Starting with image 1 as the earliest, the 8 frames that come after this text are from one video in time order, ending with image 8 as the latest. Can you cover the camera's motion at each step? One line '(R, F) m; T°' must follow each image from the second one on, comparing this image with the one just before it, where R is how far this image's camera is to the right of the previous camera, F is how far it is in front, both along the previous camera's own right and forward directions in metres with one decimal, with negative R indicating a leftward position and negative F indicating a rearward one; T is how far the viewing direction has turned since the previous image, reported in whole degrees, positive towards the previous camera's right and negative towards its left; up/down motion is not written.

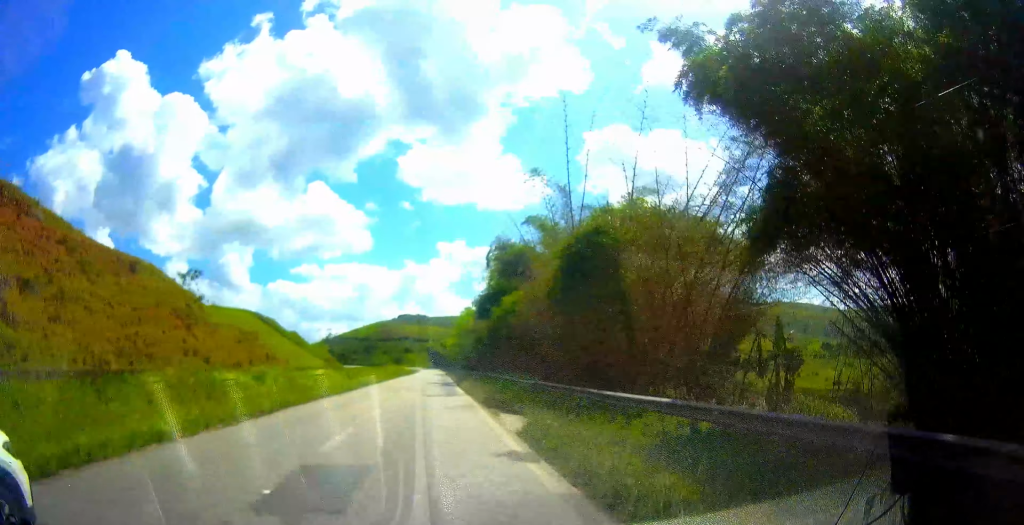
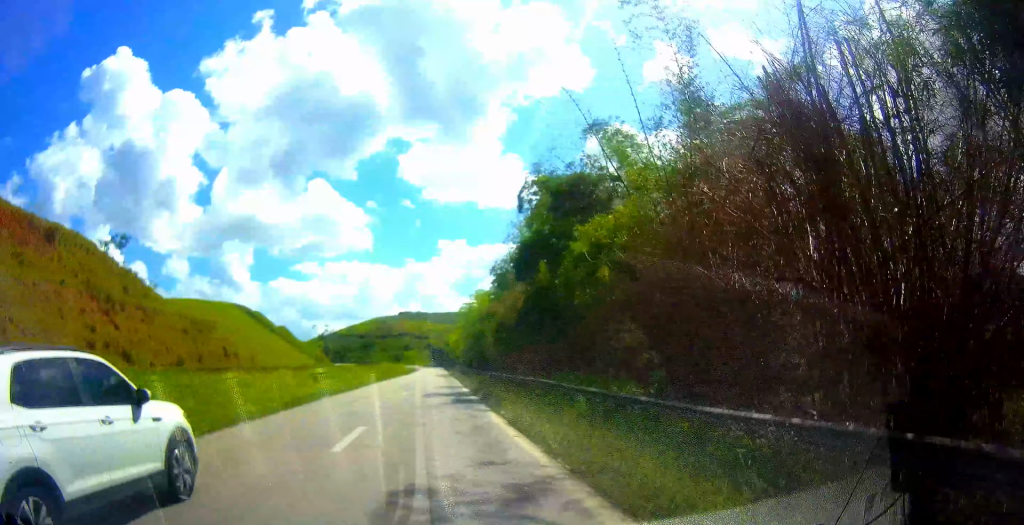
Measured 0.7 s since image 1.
(0.0, +20.8) m; 0°
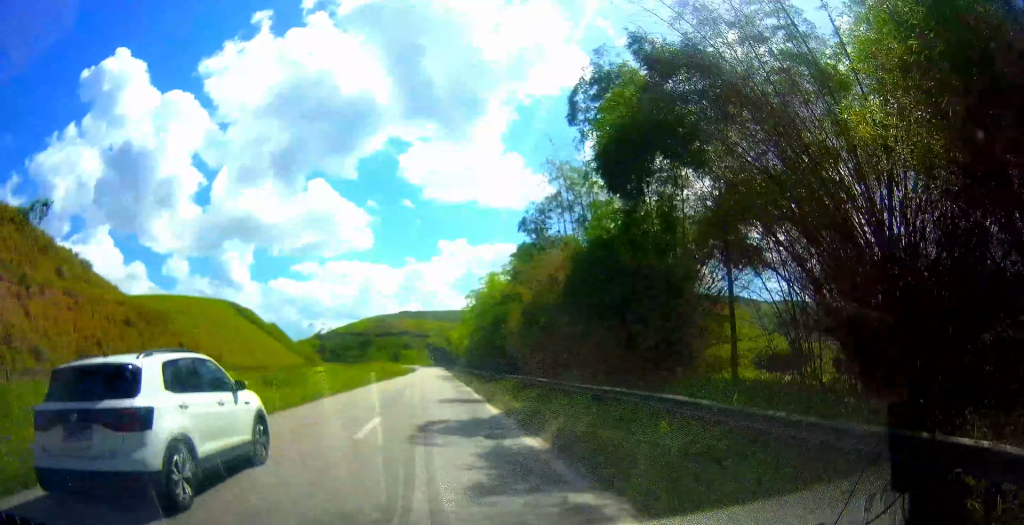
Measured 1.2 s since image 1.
(0.0, +14.6) m; 0°
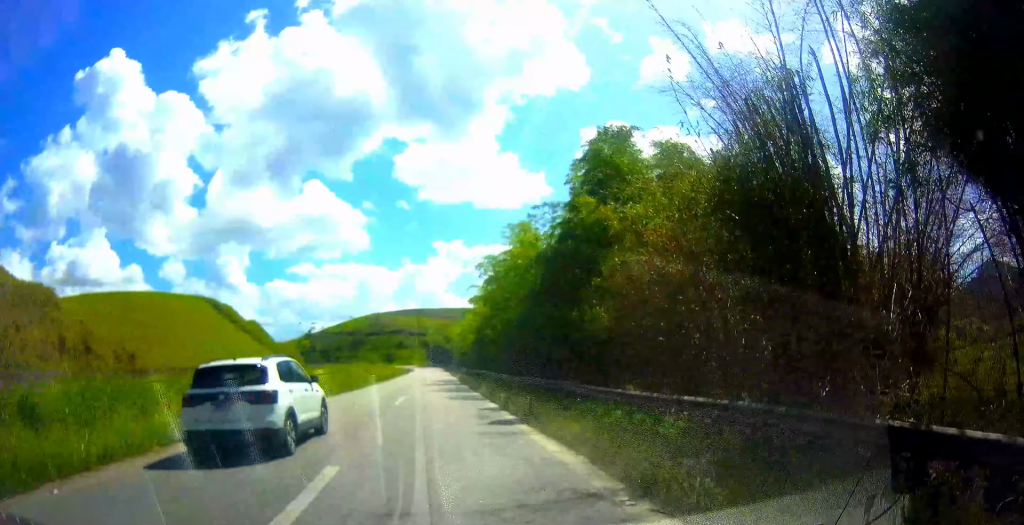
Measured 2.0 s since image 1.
(-0.1, +23.0) m; 0°
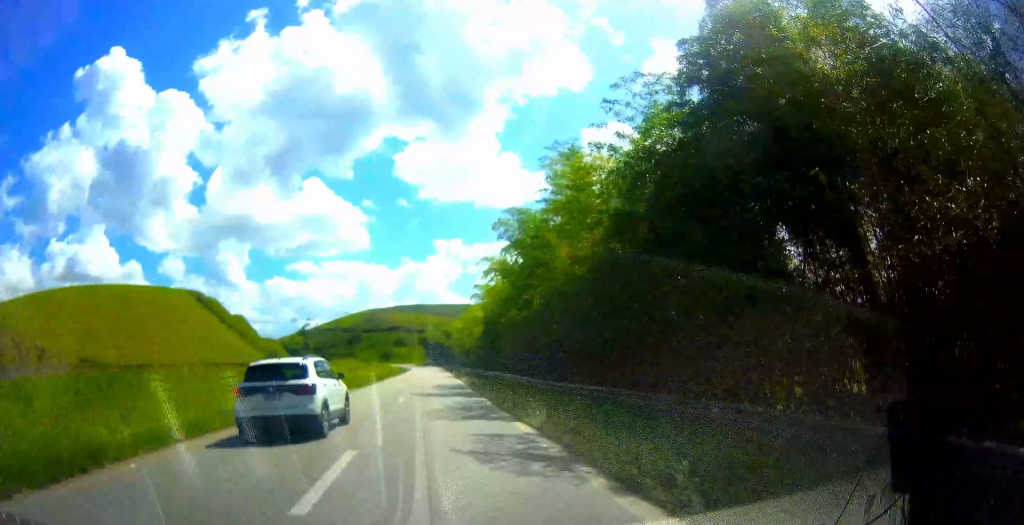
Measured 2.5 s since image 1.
(0.0, +14.4) m; 0°
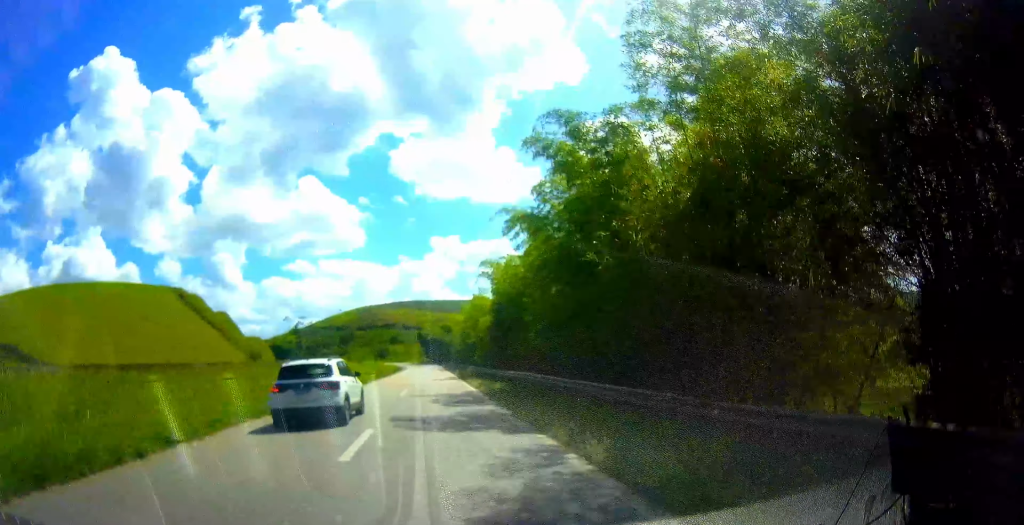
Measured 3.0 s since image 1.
(0.0, +13.1) m; 0°
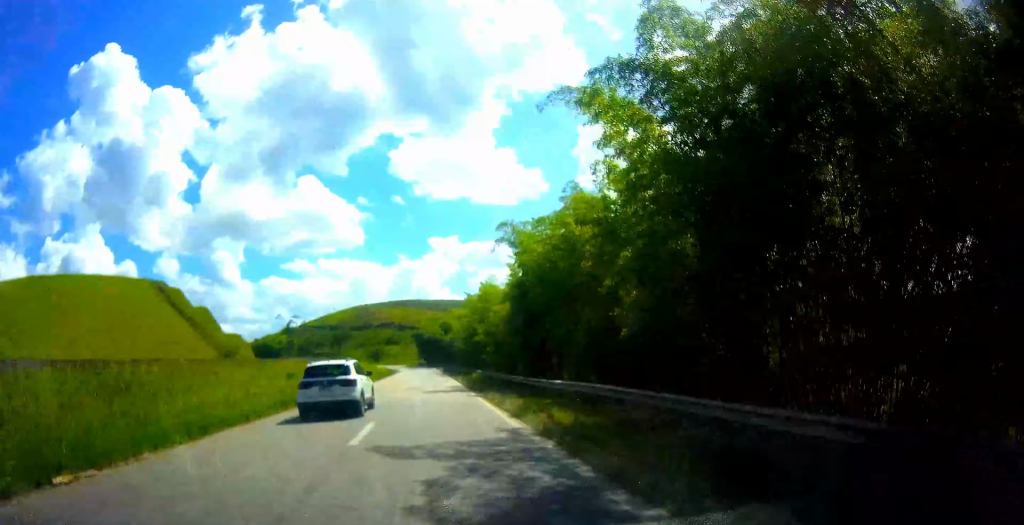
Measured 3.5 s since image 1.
(-0.1, +14.3) m; 0°
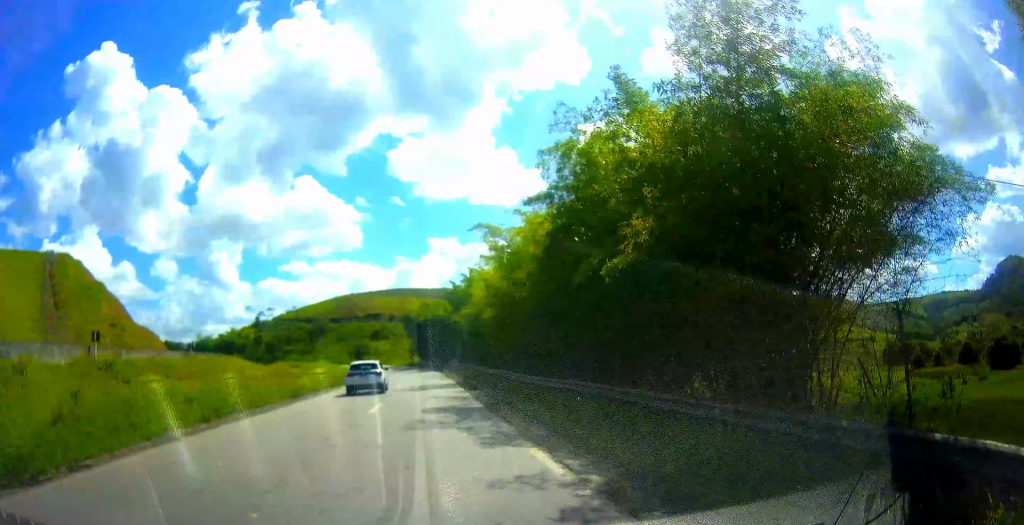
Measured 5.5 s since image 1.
(+0.6, +58.4) m; 0°
